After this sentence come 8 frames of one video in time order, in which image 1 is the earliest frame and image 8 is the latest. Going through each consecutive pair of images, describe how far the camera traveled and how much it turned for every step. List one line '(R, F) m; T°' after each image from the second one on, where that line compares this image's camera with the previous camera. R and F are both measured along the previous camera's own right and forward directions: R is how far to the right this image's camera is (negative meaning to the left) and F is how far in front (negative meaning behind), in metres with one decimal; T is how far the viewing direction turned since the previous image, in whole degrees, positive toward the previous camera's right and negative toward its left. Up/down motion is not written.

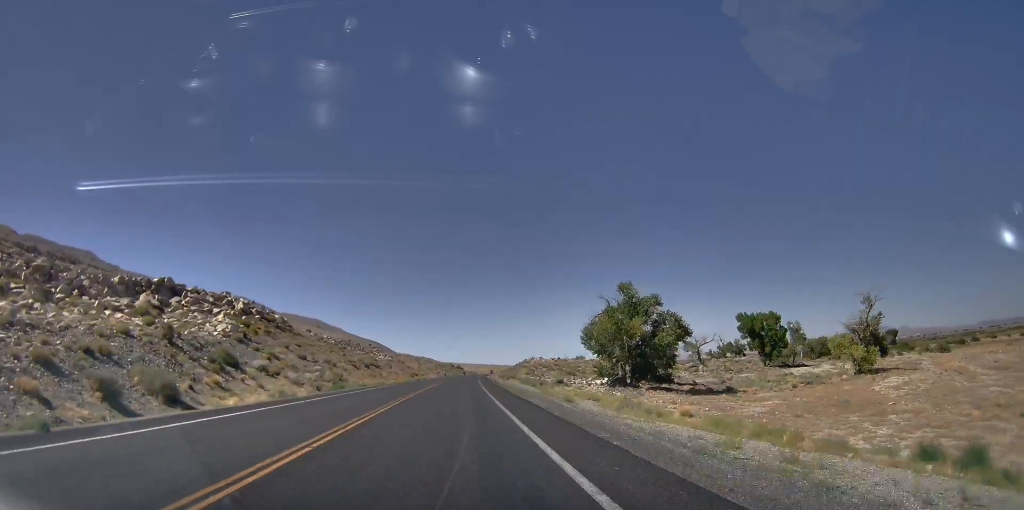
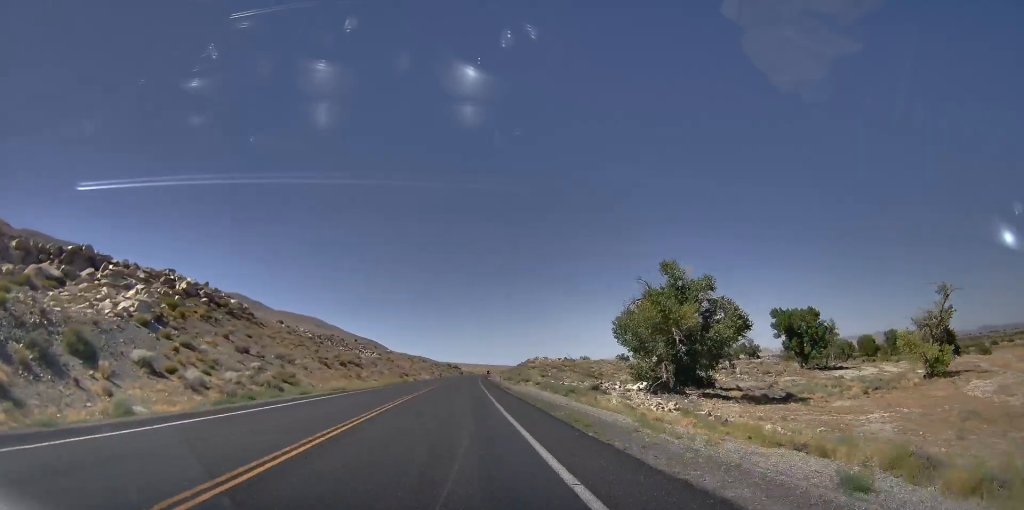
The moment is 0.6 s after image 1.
(-0.2, +18.9) m; -1°
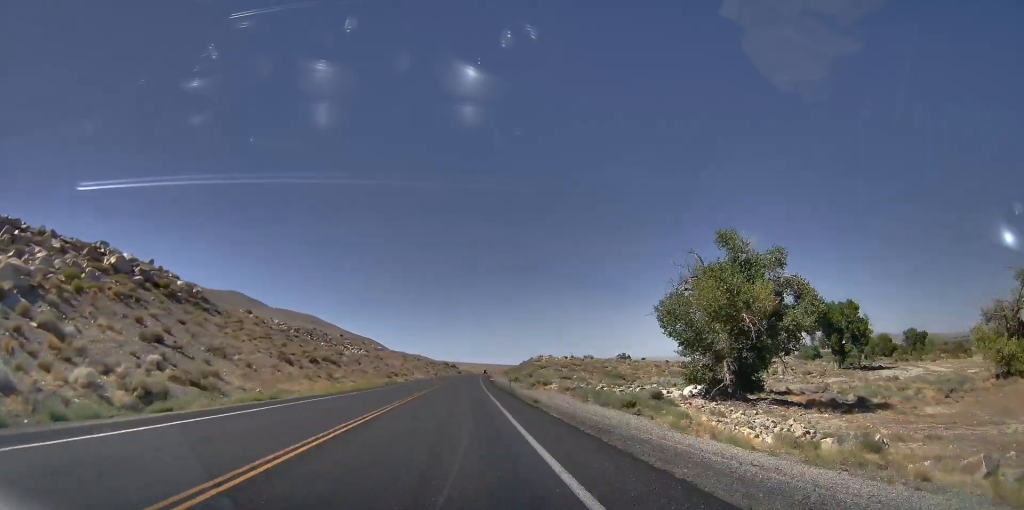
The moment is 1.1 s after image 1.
(-0.4, +15.7) m; 0°
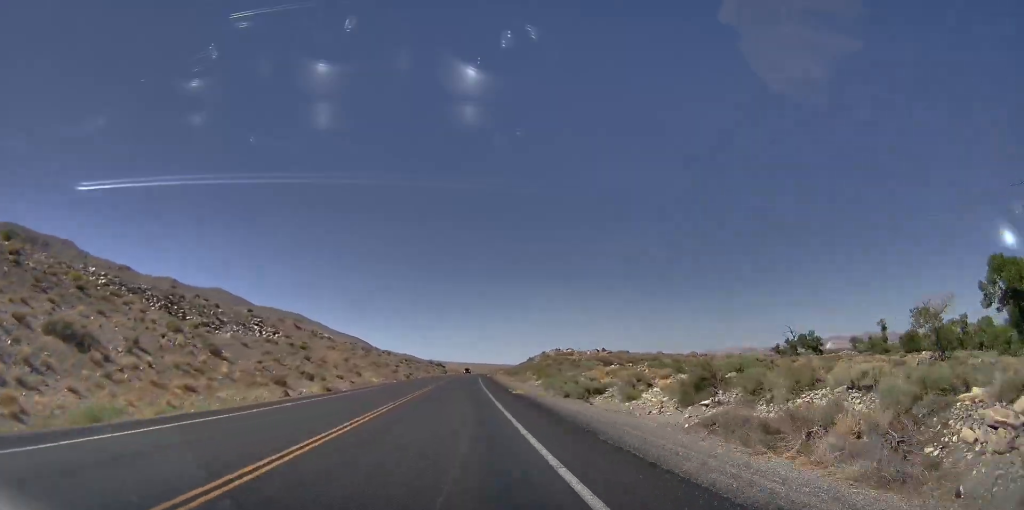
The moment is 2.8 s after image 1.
(-0.4, +54.0) m; -1°
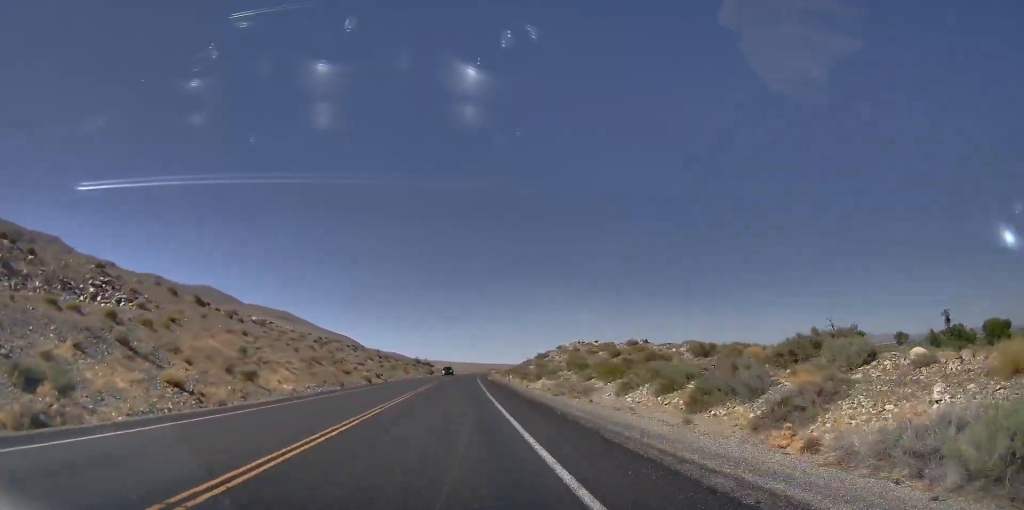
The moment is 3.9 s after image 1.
(0.0, +36.2) m; 0°
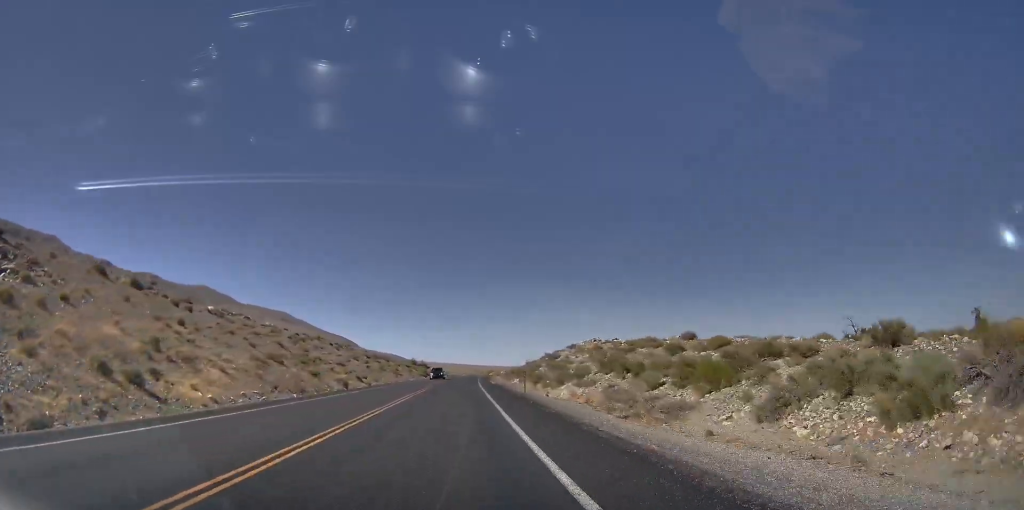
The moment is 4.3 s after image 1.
(+0.3, +12.7) m; 0°
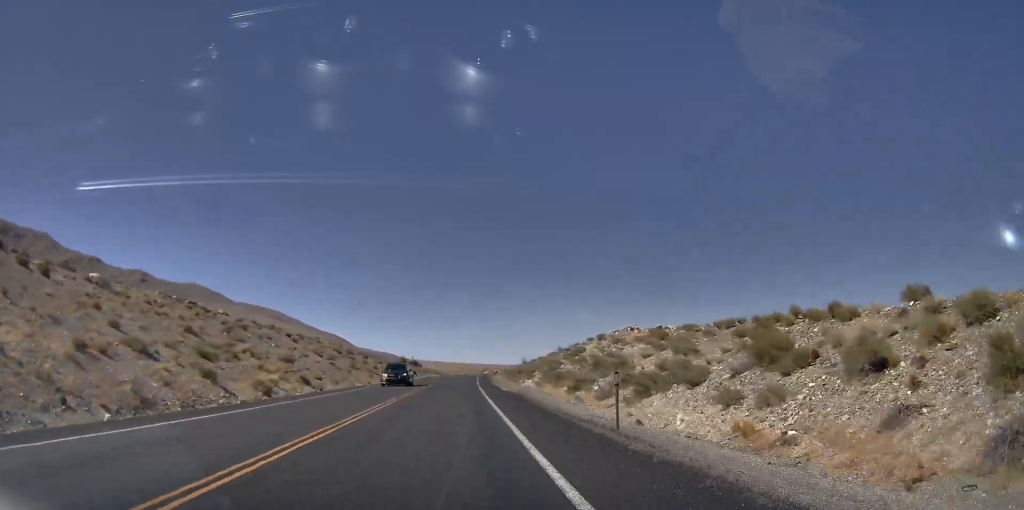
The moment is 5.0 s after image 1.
(-0.5, +22.3) m; -1°
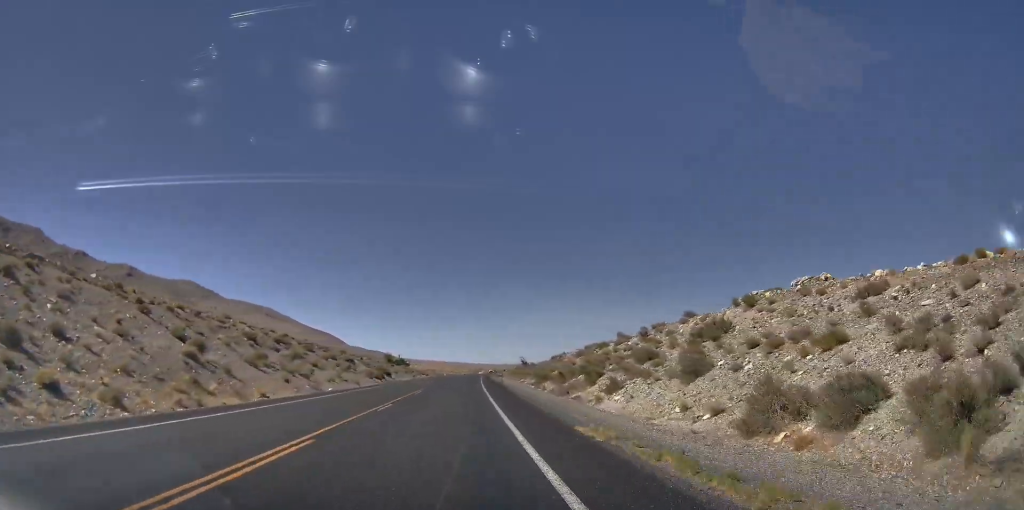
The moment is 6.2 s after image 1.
(-0.4, +38.2) m; 0°
